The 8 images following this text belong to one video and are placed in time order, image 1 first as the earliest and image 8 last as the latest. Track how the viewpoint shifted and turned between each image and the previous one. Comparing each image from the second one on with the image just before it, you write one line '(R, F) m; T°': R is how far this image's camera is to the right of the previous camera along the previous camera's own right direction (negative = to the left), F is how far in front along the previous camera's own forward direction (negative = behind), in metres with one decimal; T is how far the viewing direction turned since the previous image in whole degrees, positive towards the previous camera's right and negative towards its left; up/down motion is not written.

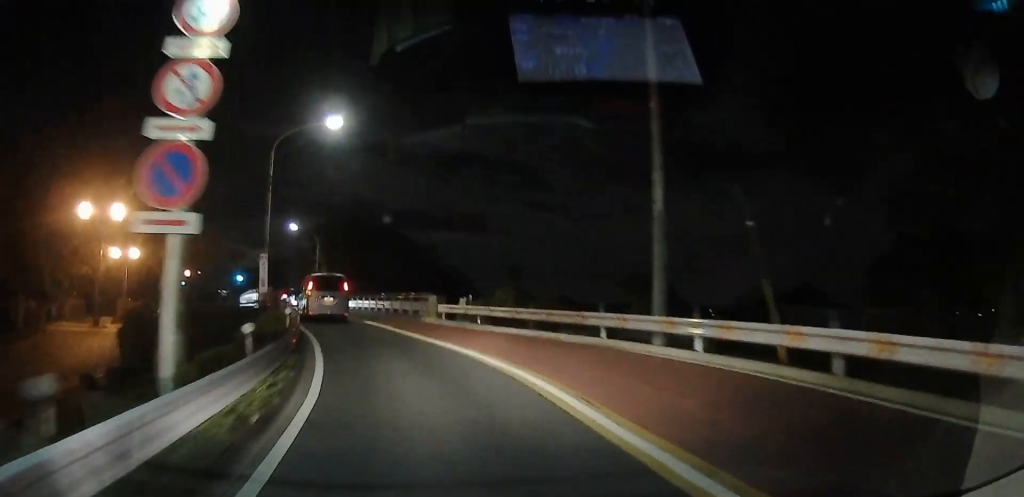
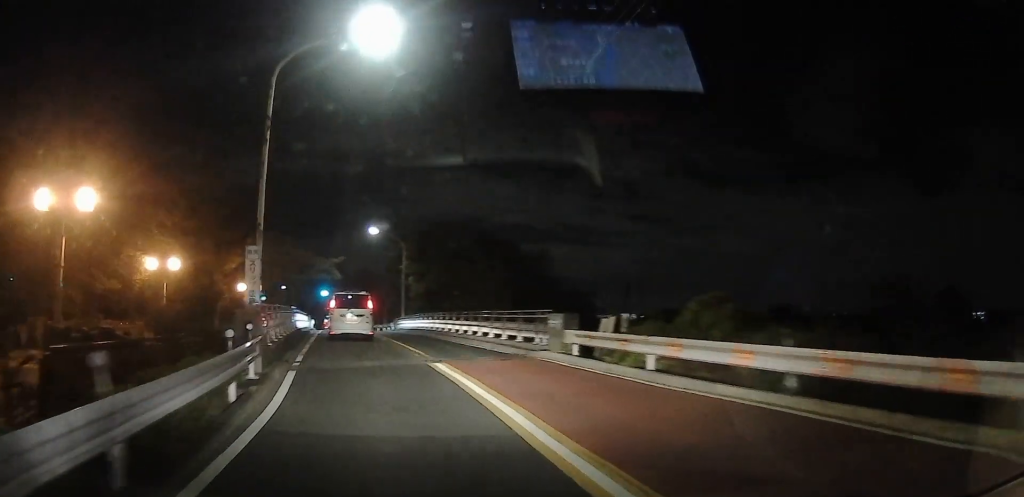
(-0.5, +11.0) m; -2°
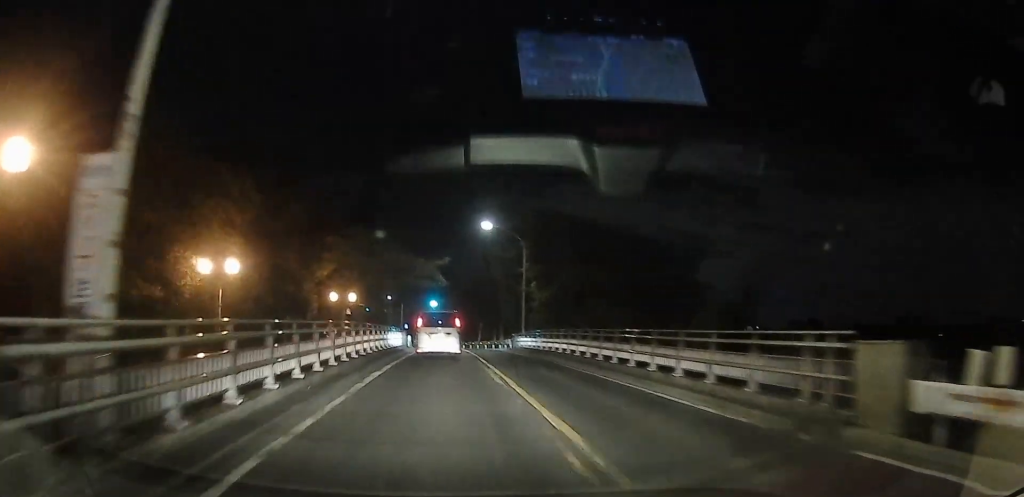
(-0.2, +9.9) m; -13°
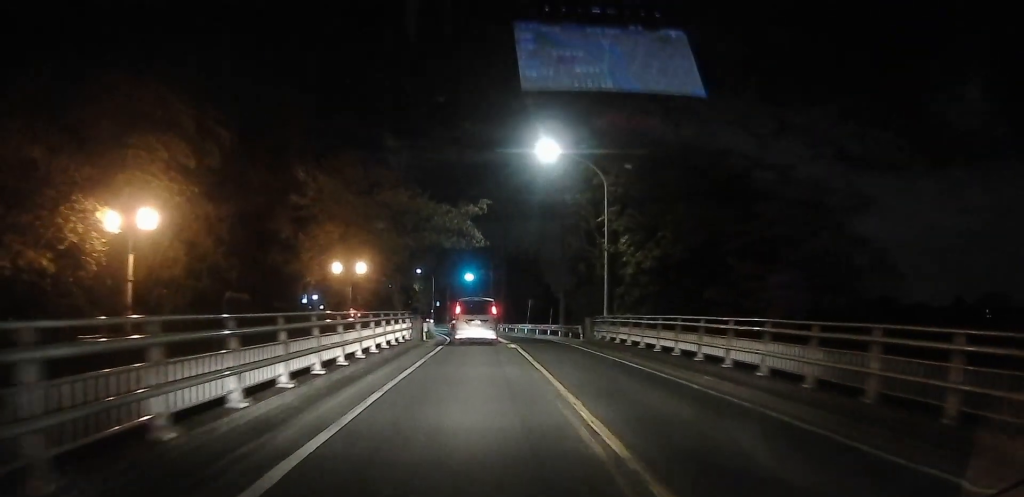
(-2.0, +15.9) m; -10°
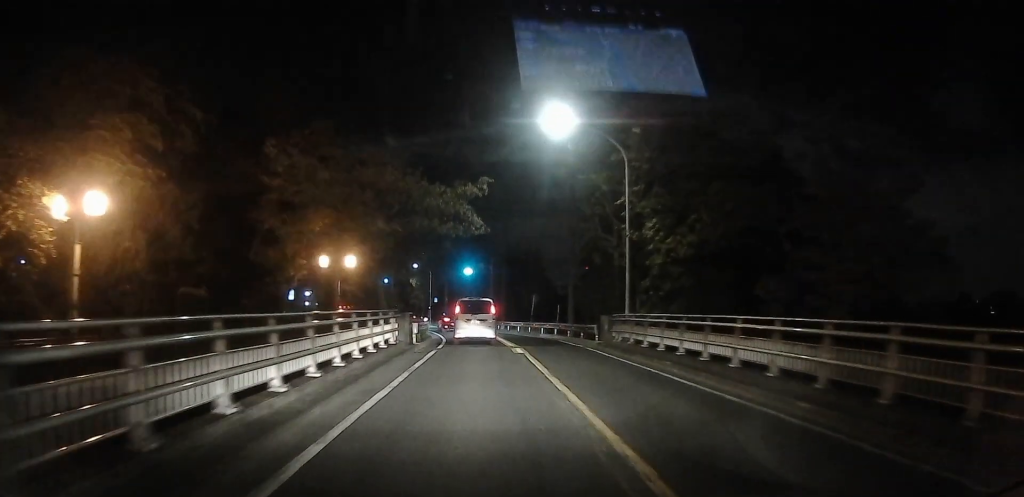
(-0.5, +3.8) m; -4°
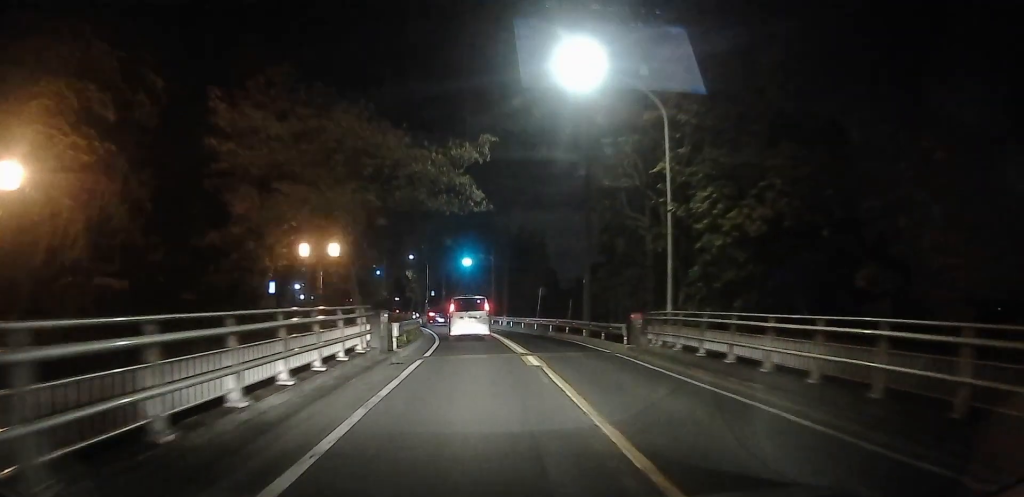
(-0.4, +4.7) m; -5°
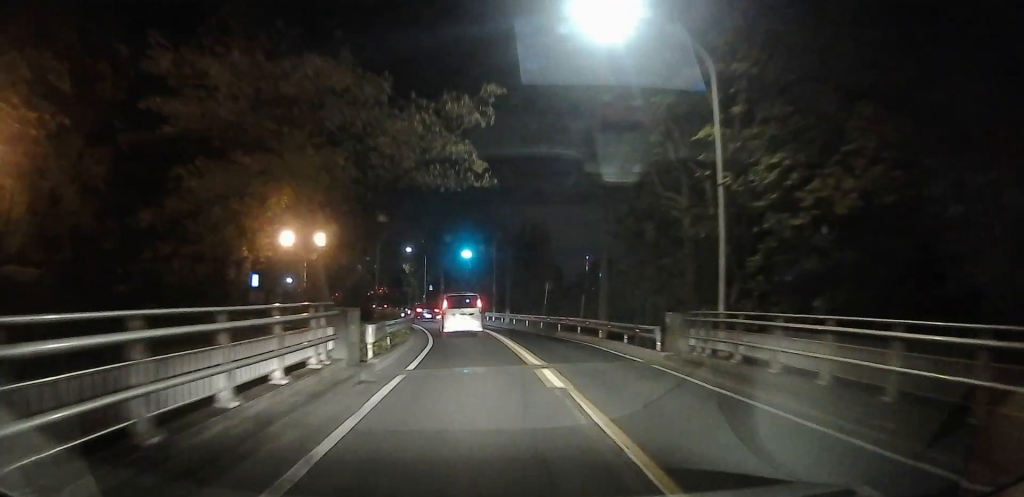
(-0.1, +3.5) m; 0°
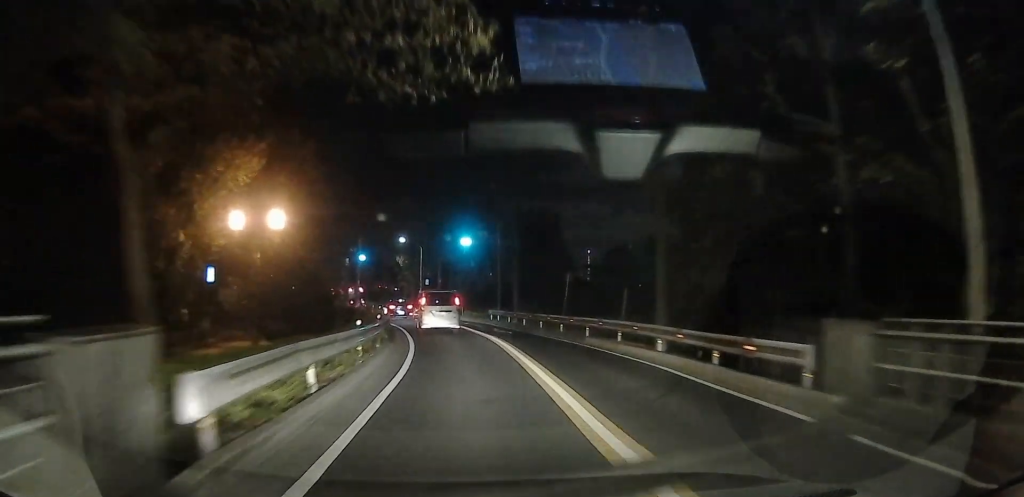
(-0.1, +7.0) m; +2°
